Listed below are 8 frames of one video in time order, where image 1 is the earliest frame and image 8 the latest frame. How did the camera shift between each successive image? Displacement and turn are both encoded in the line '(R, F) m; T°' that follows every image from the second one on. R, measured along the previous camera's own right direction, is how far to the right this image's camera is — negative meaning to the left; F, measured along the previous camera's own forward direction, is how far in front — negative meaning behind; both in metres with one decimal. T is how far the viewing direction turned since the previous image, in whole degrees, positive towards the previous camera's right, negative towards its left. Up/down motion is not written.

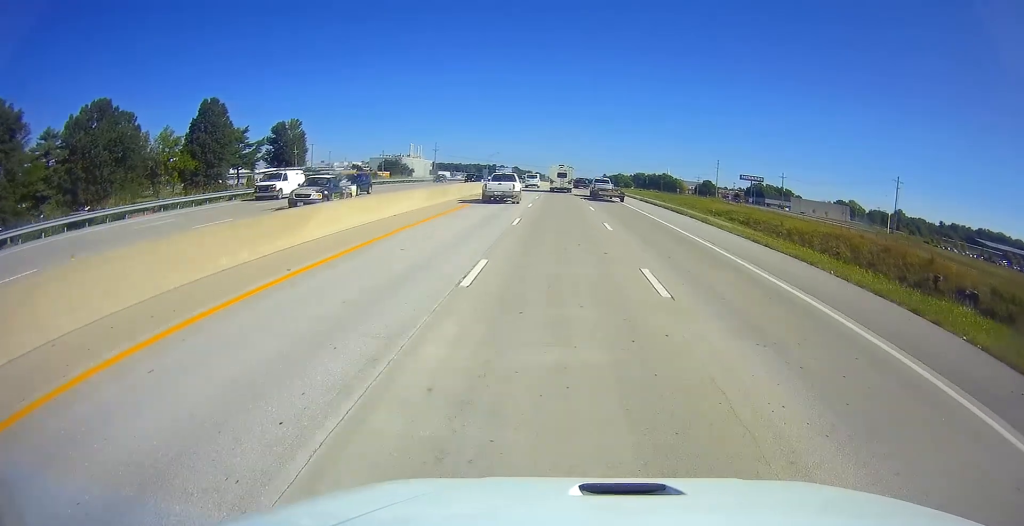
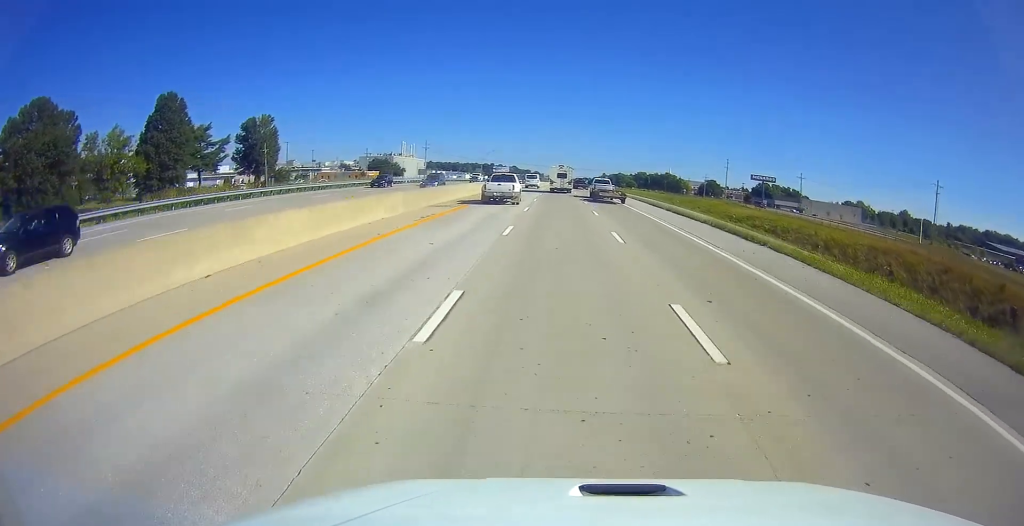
(-0.2, +16.0) m; -1°
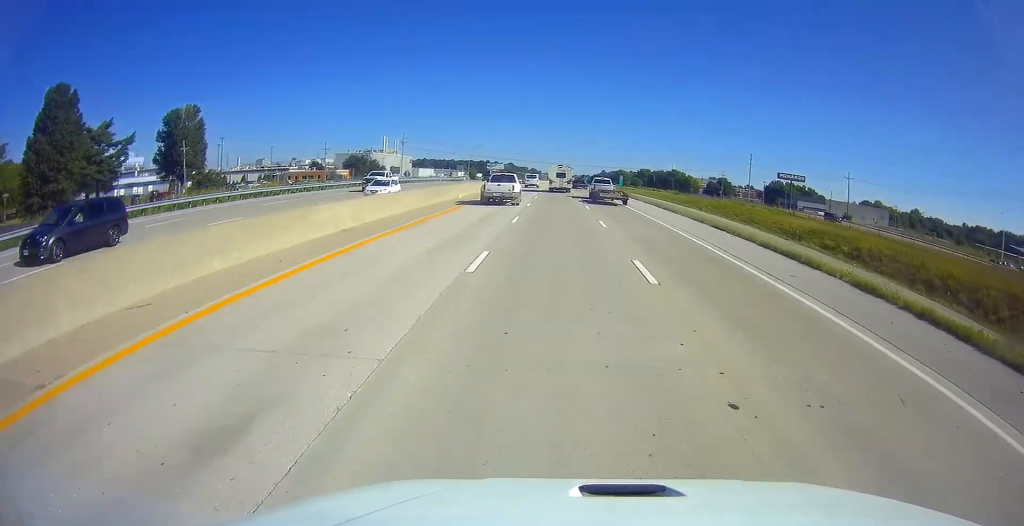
(0.0, +32.0) m; +1°
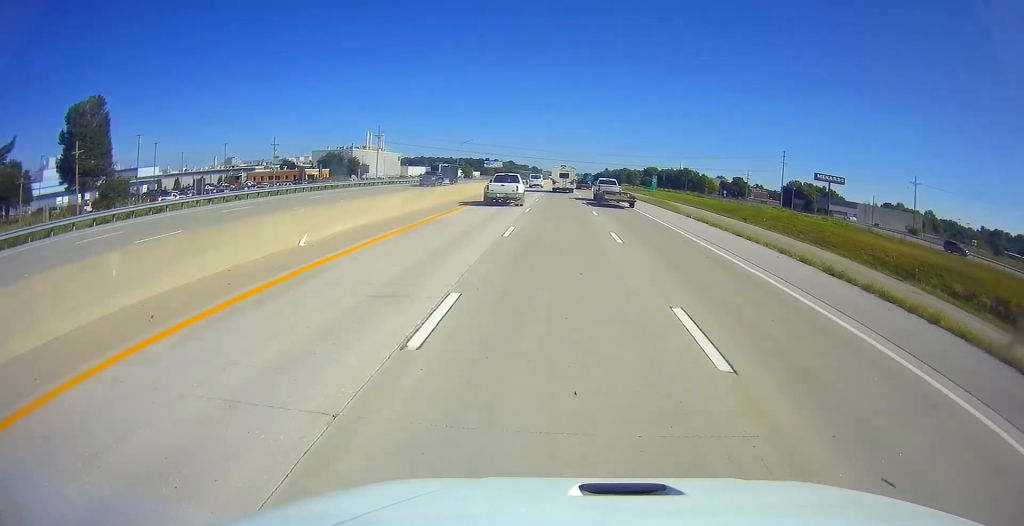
(+0.7, +29.9) m; 0°
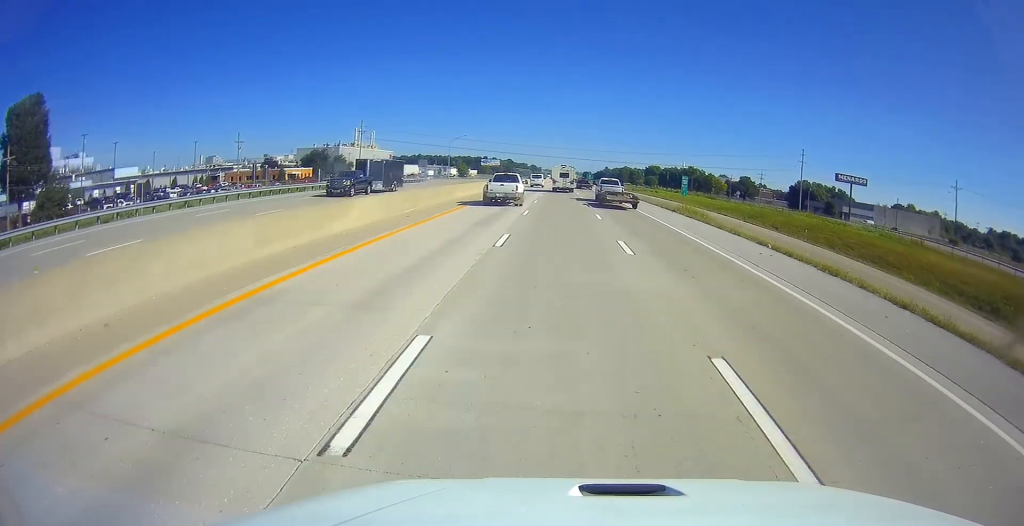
(-0.3, +14.9) m; -1°
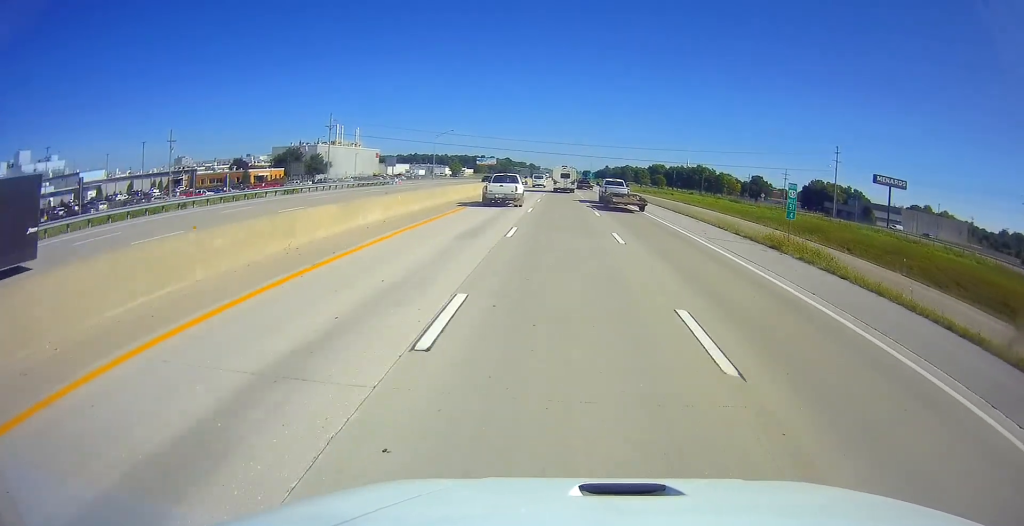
(-0.2, +22.0) m; 0°
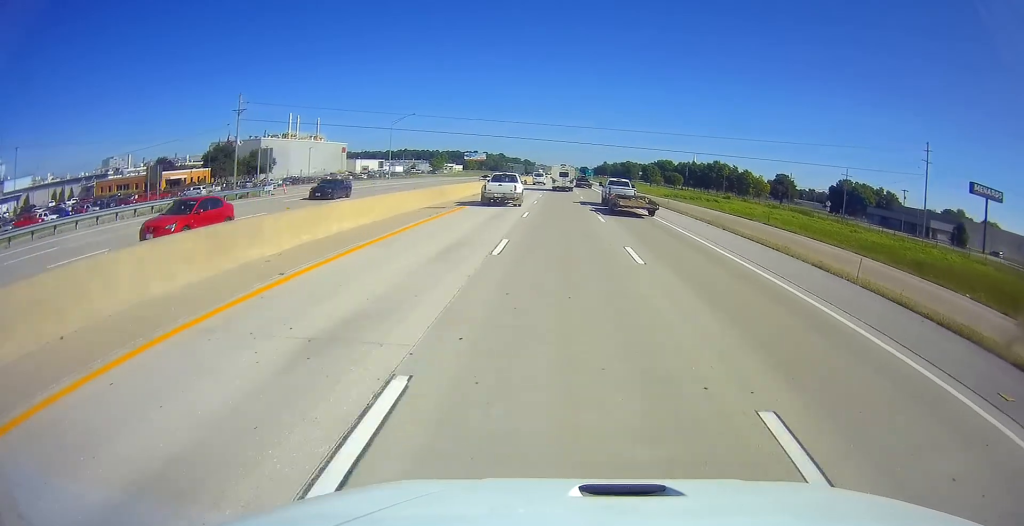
(+0.6, +41.0) m; +2°
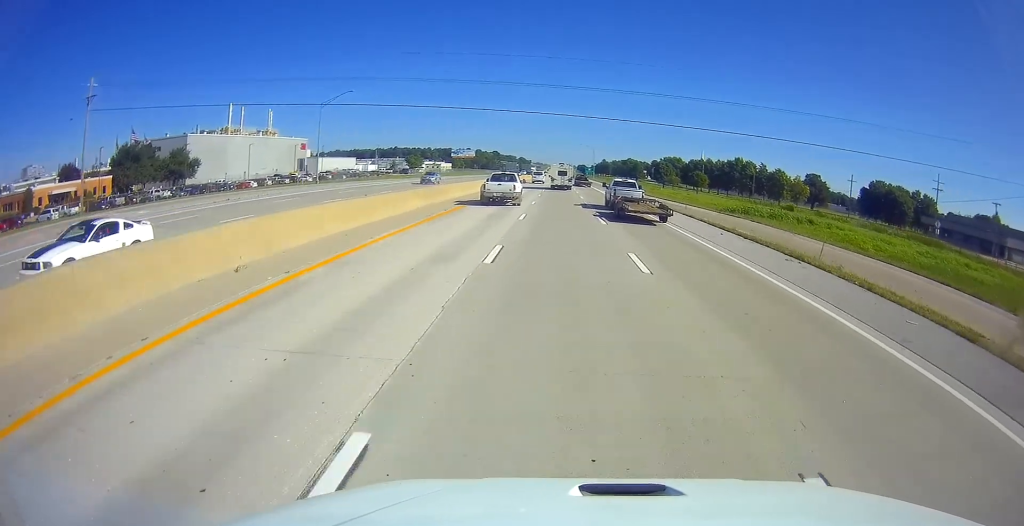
(+0.3, +38.2) m; -1°
